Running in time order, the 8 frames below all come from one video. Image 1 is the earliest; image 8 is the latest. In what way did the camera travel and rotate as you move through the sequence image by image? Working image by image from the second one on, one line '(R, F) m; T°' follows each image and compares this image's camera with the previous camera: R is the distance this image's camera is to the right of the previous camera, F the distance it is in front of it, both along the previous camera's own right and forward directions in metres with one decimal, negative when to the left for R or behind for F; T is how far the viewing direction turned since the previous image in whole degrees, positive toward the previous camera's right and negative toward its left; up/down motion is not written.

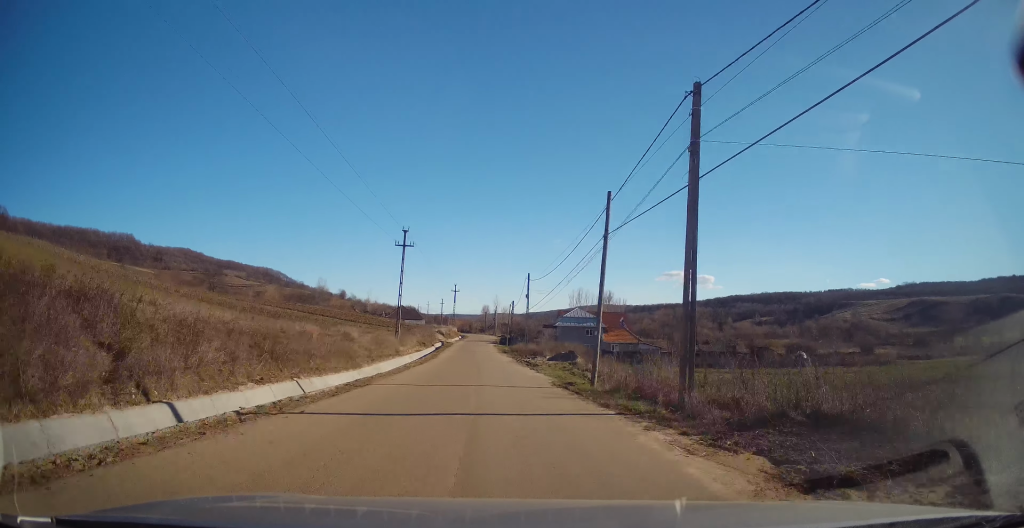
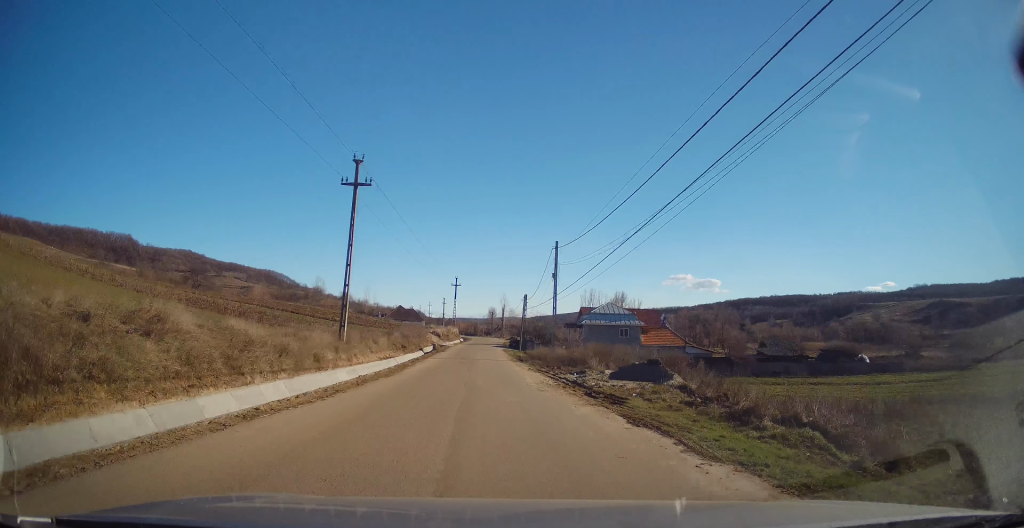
(+0.3, +17.9) m; 0°
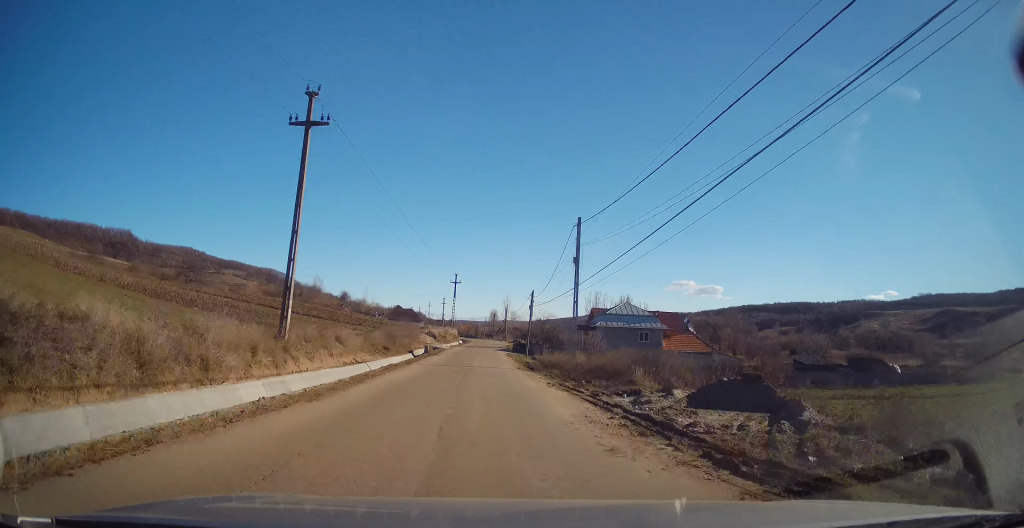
(0.0, +7.8) m; -1°
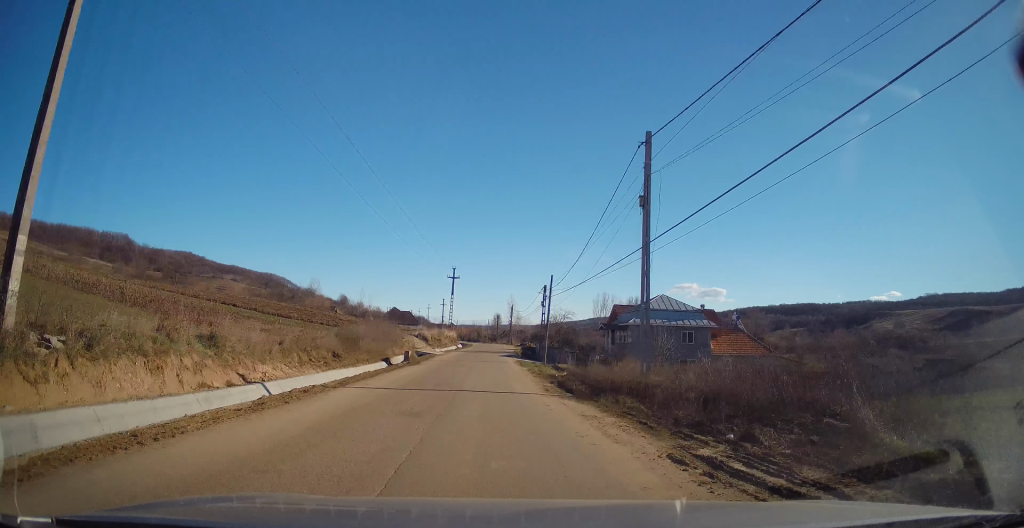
(-0.4, +12.1) m; -1°
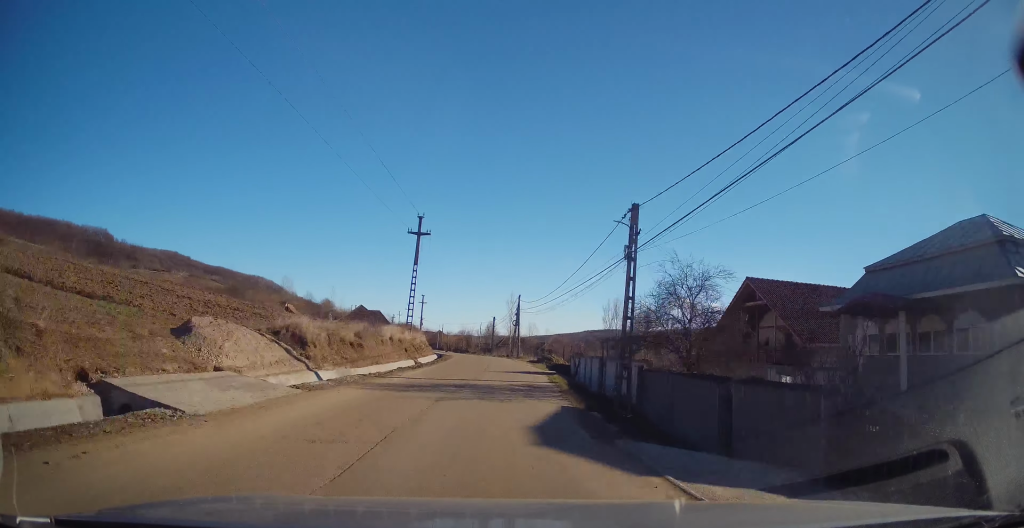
(-0.2, +36.0) m; +1°
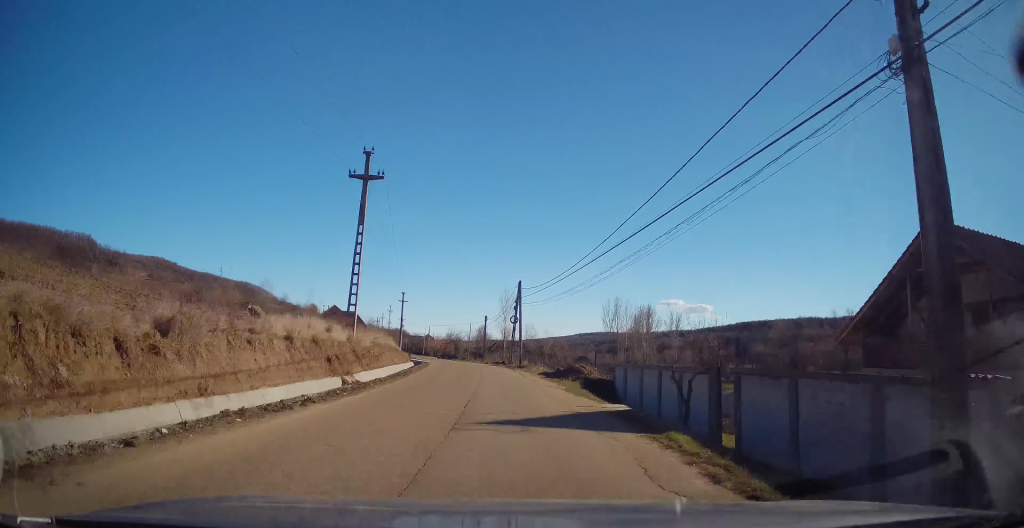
(+0.5, +15.8) m; 0°
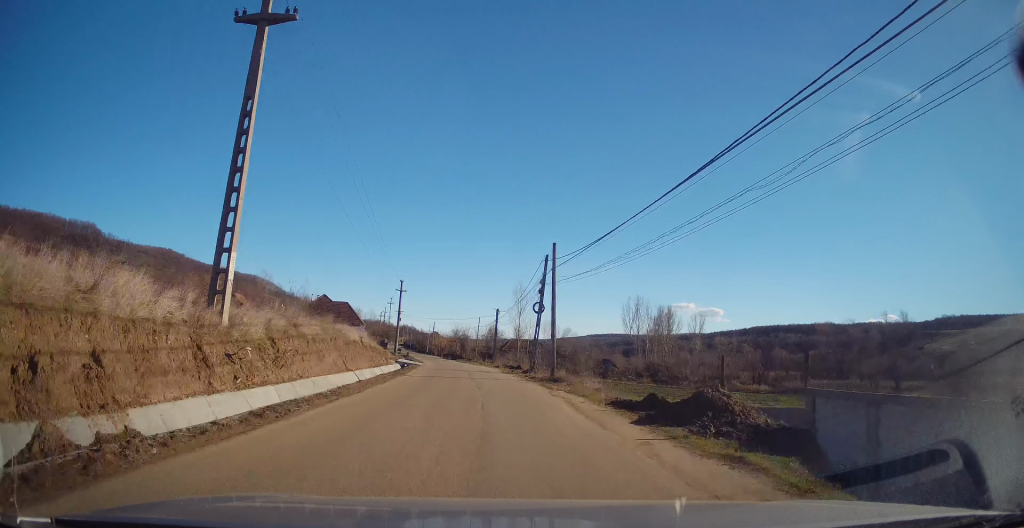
(-0.1, +14.5) m; -2°
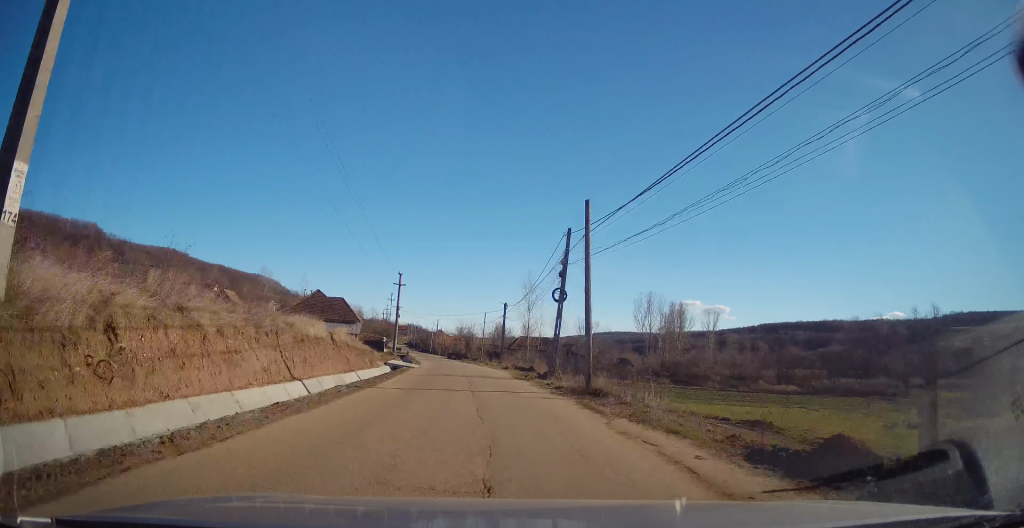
(-0.1, +7.2) m; -1°
